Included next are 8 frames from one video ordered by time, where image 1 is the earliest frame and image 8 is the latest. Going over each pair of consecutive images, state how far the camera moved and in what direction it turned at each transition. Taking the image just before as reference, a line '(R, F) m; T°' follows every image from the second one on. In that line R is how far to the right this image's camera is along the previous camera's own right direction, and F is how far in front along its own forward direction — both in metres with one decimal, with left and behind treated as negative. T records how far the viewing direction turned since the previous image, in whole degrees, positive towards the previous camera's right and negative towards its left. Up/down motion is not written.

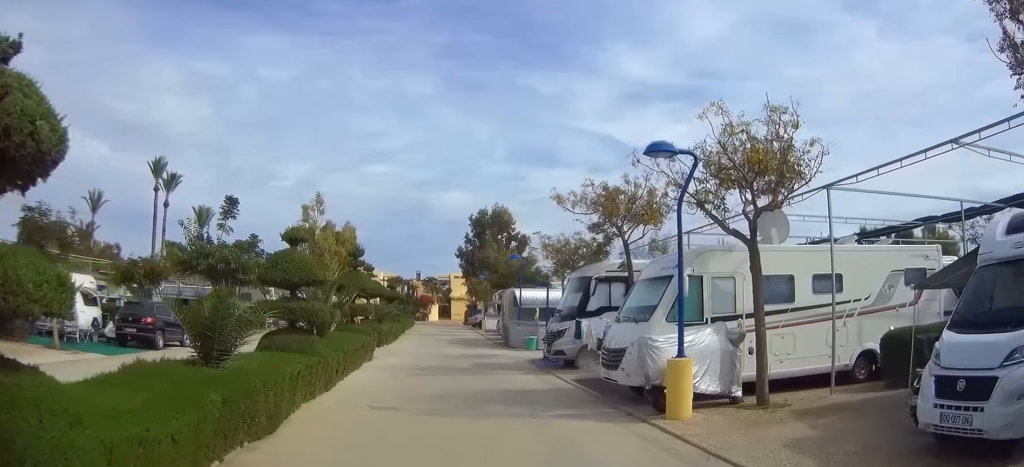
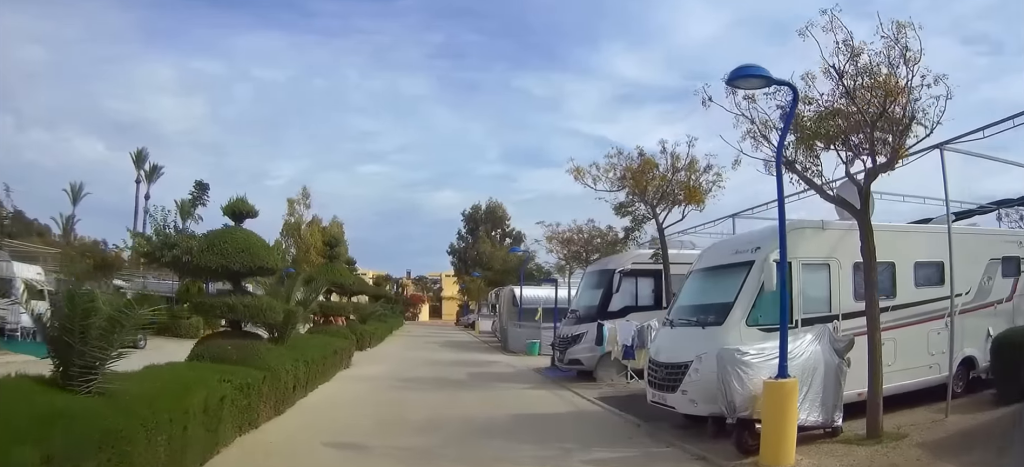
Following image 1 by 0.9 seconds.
(0.0, +3.6) m; 0°
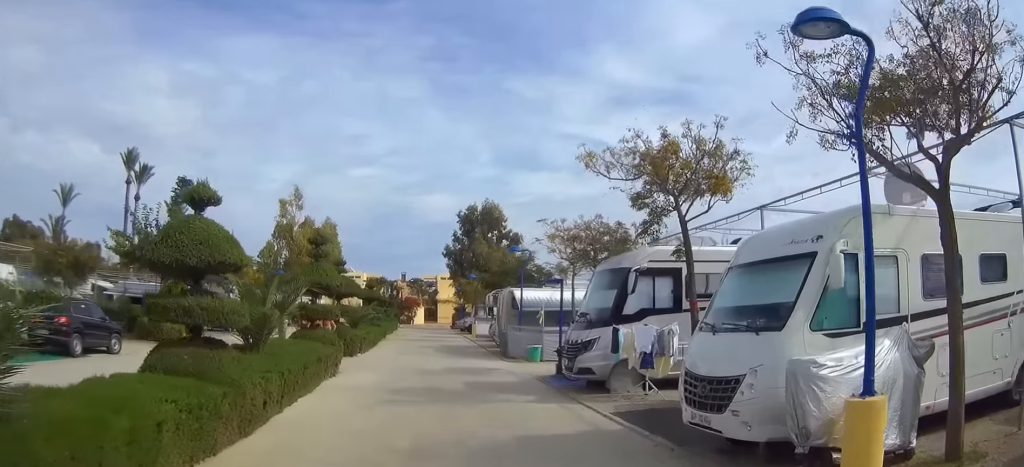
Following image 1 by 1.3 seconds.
(0.0, +1.7) m; 0°
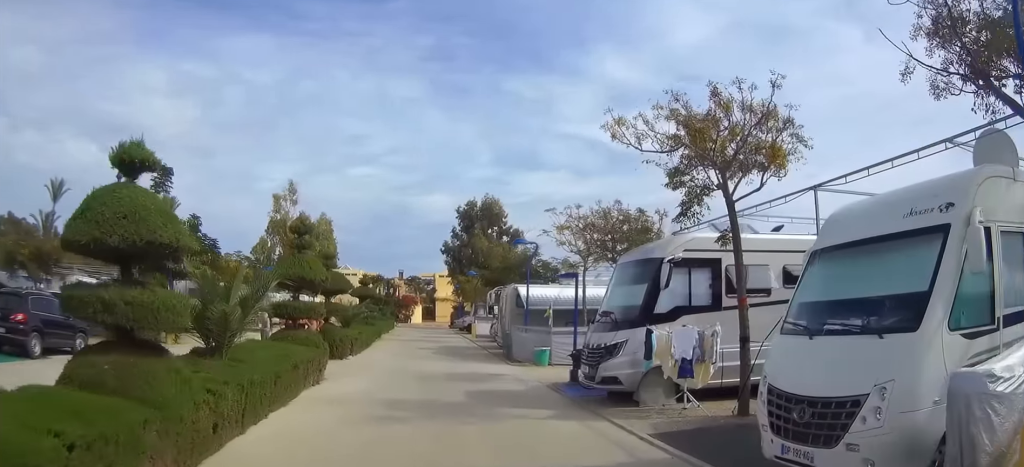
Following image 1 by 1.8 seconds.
(0.0, +2.2) m; +1°
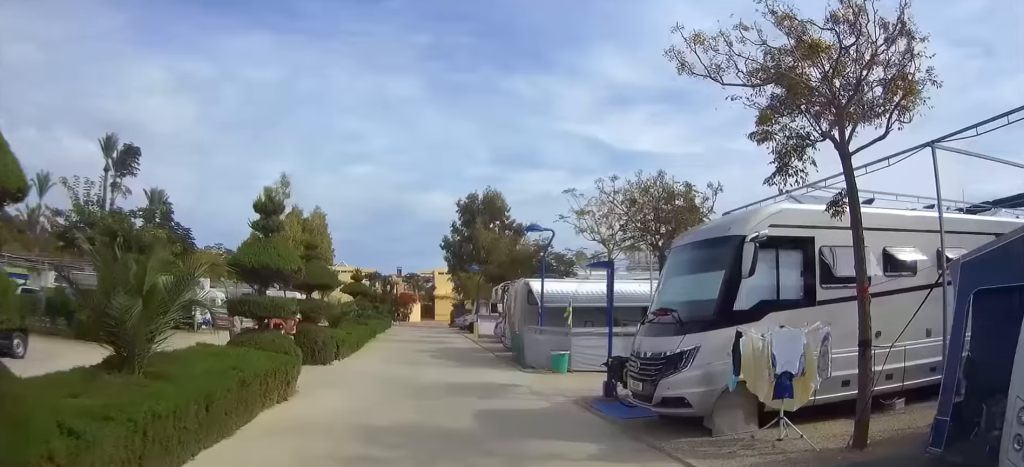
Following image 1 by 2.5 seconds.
(+0.1, +3.5) m; +2°
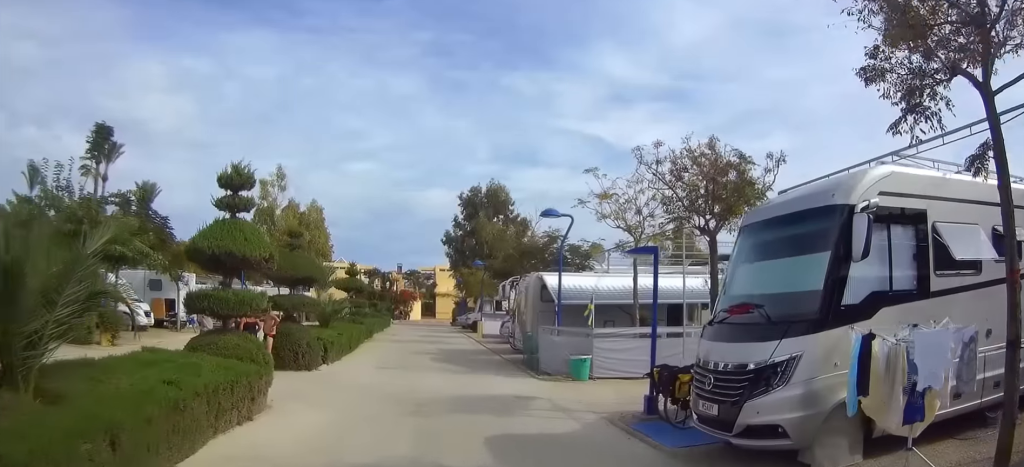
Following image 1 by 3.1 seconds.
(+0.1, +2.8) m; +1°
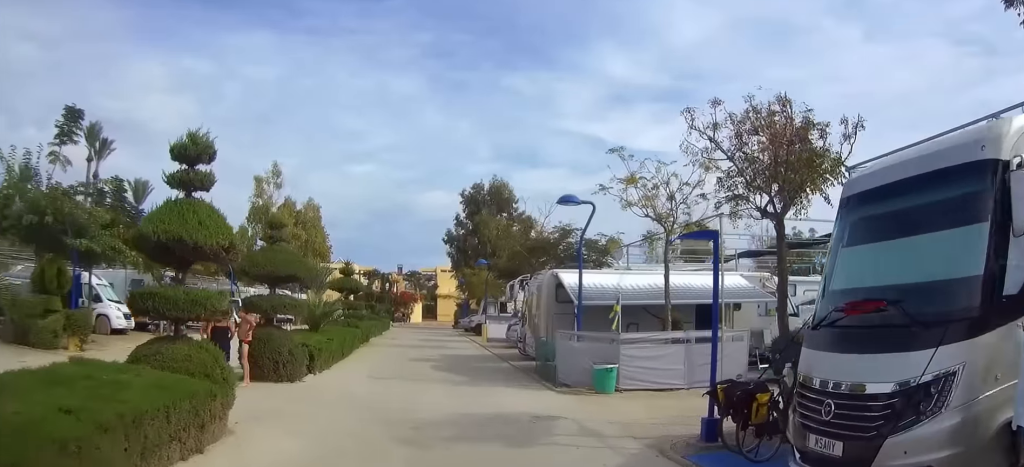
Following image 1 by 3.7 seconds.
(0.0, +2.8) m; 0°
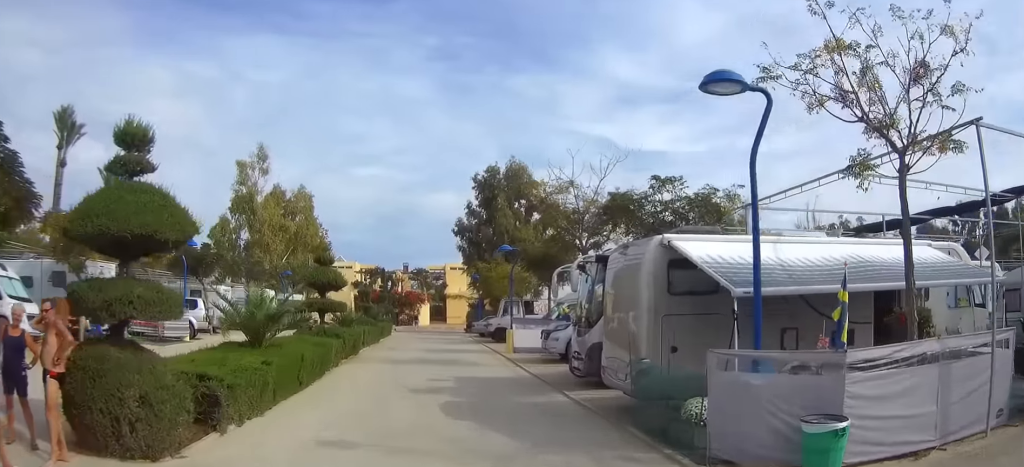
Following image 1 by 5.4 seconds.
(0.0, +8.8) m; 0°
